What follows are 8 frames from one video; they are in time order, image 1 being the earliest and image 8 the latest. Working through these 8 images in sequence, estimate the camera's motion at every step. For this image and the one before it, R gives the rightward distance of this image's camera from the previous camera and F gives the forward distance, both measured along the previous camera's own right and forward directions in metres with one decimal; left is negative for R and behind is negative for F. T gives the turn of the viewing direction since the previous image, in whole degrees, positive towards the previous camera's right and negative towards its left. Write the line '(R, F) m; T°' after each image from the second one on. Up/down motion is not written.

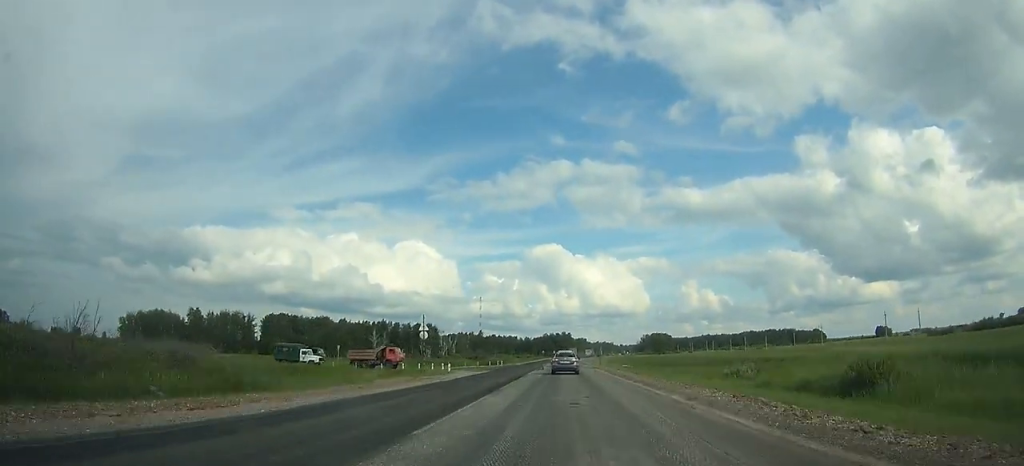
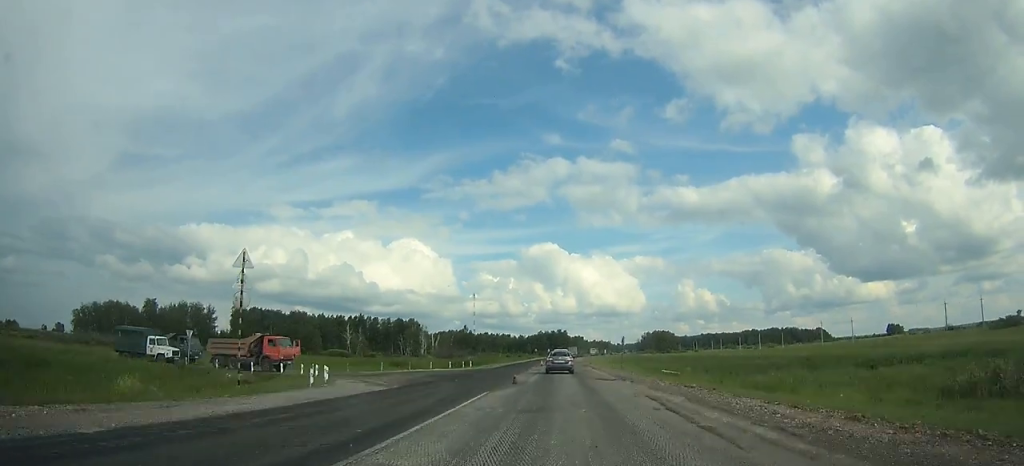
(0.0, +28.9) m; 0°
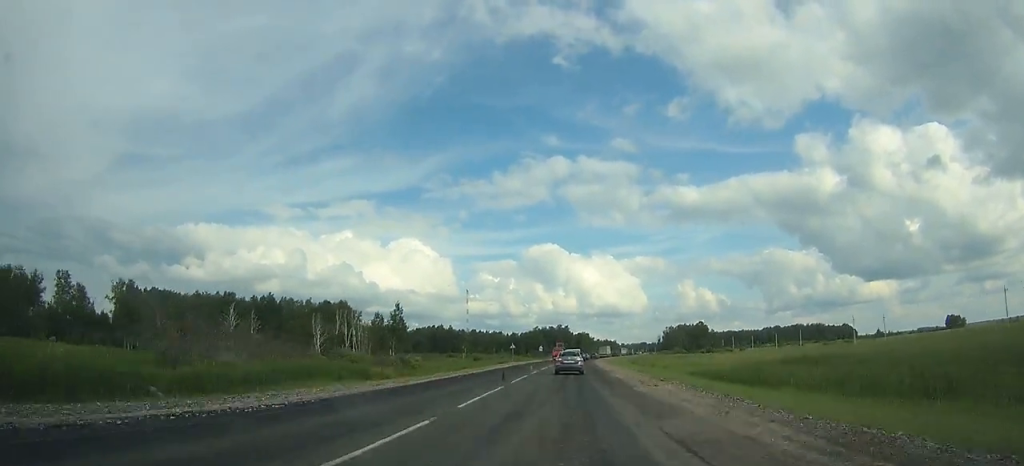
(+1.6, +89.5) m; +2°
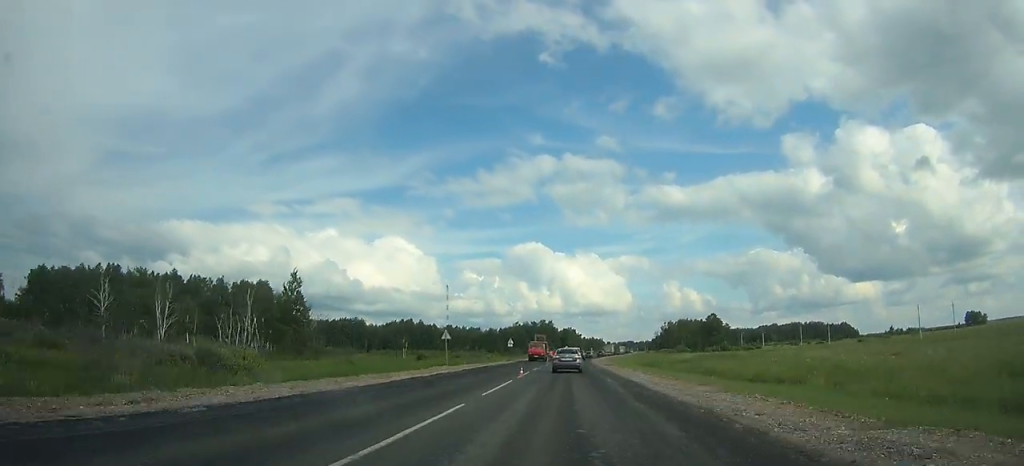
(+0.2, +43.3) m; +1°
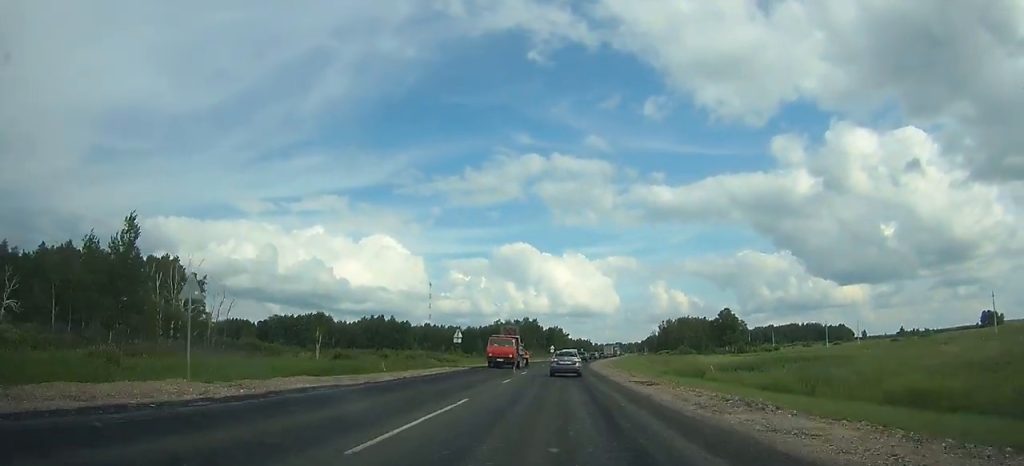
(+0.1, +33.2) m; +1°
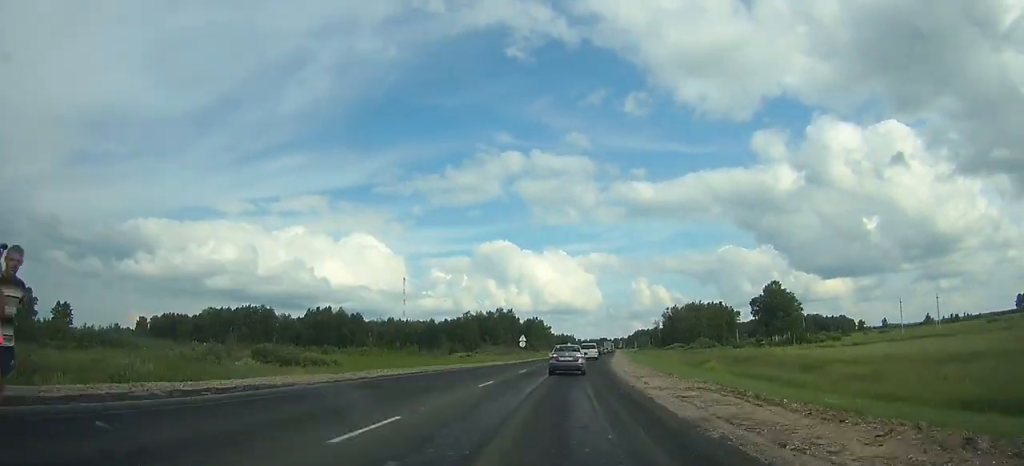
(+1.5, +53.6) m; +3°
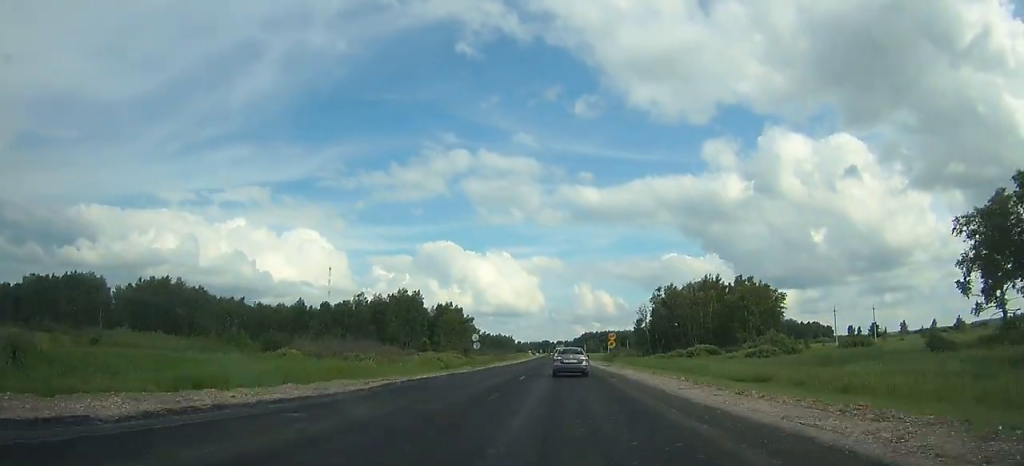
(+3.9, +93.7) m; +3°
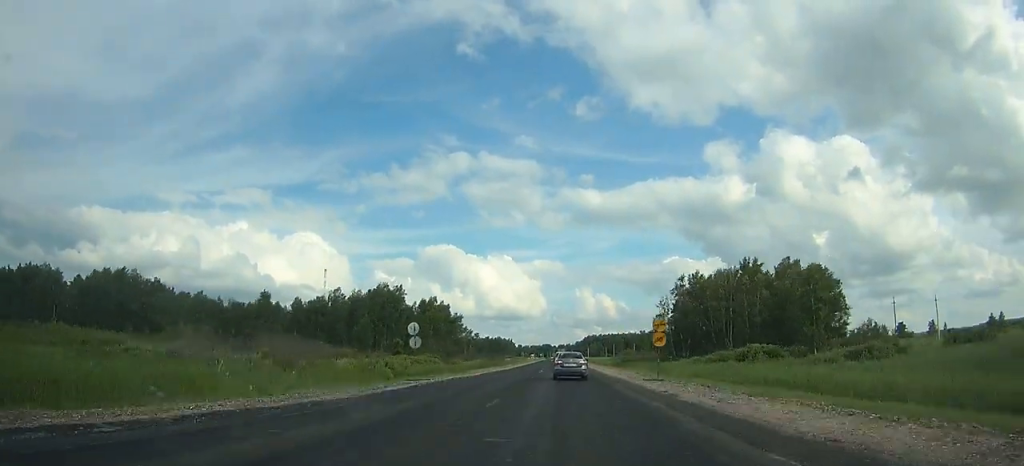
(0.0, +26.1) m; 0°
